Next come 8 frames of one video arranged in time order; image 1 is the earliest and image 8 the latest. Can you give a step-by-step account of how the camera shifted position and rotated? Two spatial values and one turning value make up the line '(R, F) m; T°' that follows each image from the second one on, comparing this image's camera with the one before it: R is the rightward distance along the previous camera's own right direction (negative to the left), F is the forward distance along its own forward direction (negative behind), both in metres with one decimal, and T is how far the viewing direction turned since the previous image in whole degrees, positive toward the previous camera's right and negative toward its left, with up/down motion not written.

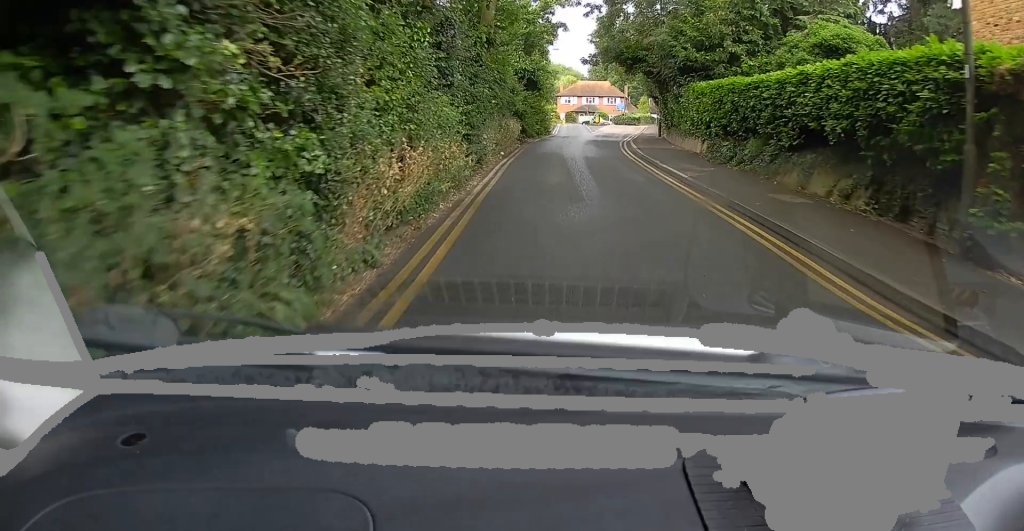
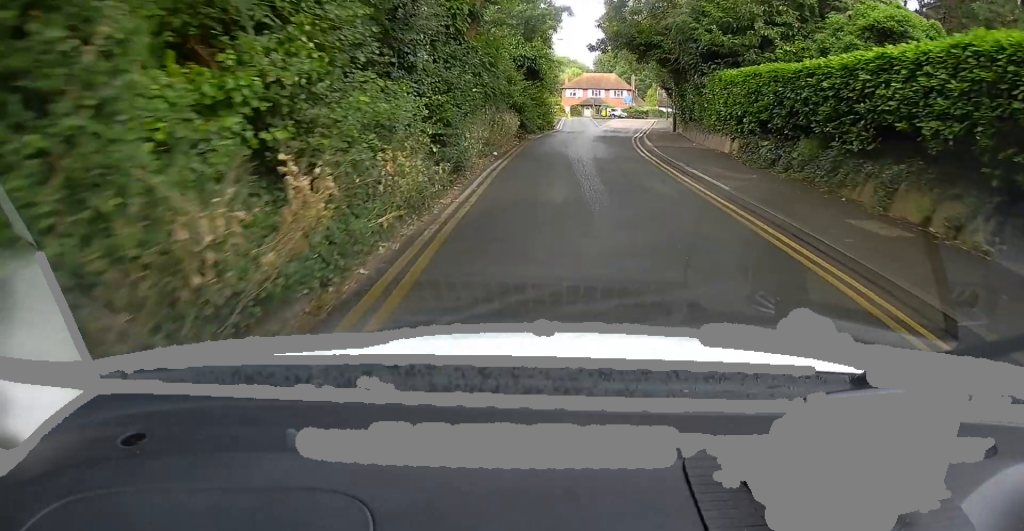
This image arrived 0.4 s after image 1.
(0.0, +3.1) m; +1°
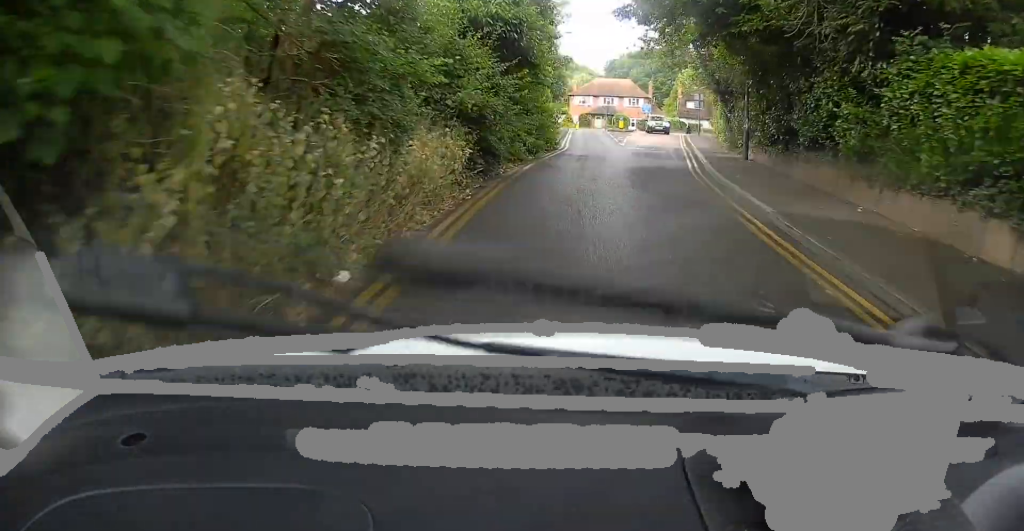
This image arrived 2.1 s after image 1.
(+0.1, +11.5) m; 0°
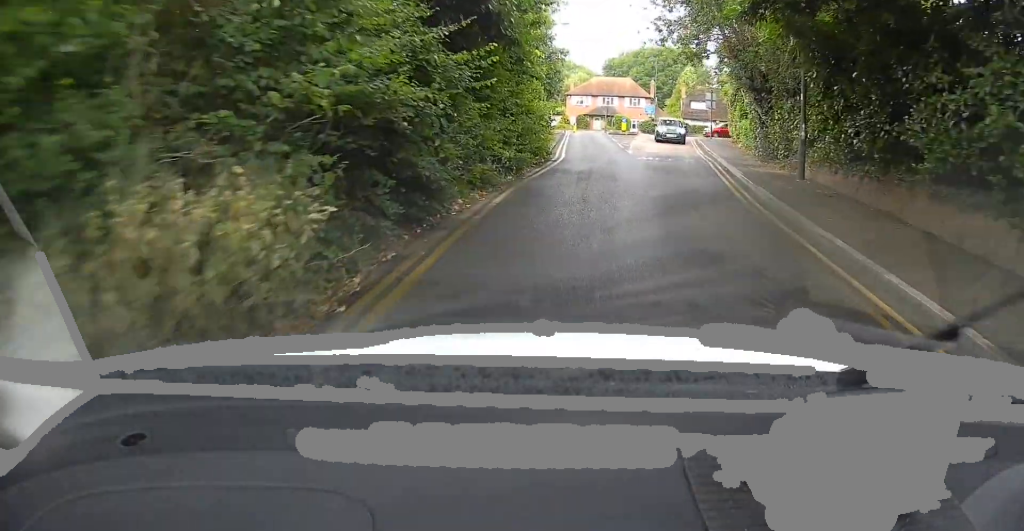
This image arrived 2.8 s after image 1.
(-0.1, +5.1) m; -2°
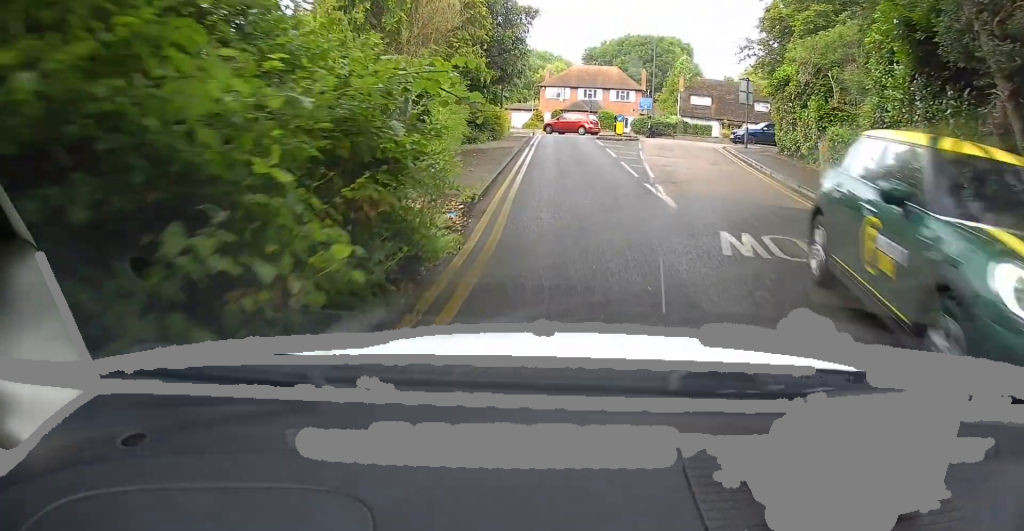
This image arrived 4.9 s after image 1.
(0.0, +14.6) m; +2°
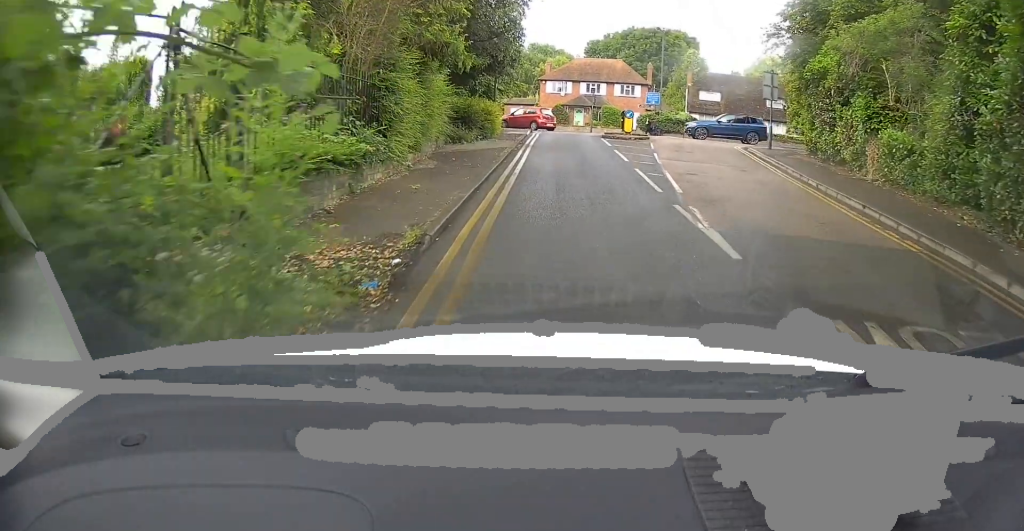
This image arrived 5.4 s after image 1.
(0.0, +3.6) m; +1°
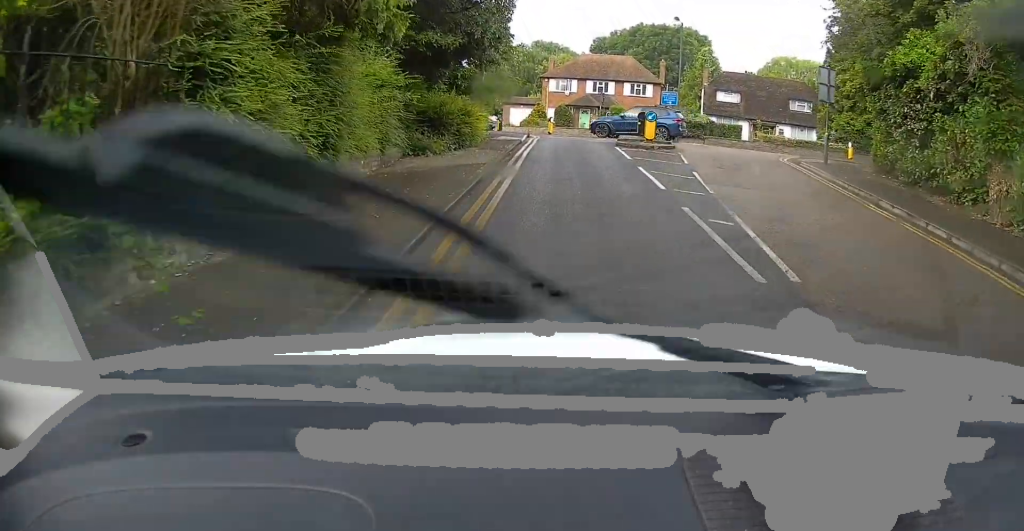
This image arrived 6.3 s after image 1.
(0.0, +5.7) m; 0°
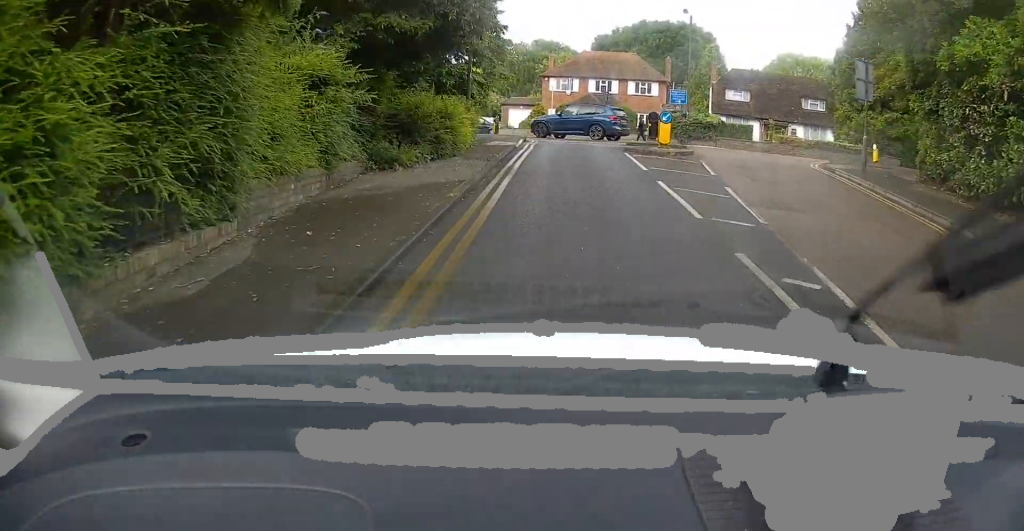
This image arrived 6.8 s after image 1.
(+0.1, +3.2) m; -2°
